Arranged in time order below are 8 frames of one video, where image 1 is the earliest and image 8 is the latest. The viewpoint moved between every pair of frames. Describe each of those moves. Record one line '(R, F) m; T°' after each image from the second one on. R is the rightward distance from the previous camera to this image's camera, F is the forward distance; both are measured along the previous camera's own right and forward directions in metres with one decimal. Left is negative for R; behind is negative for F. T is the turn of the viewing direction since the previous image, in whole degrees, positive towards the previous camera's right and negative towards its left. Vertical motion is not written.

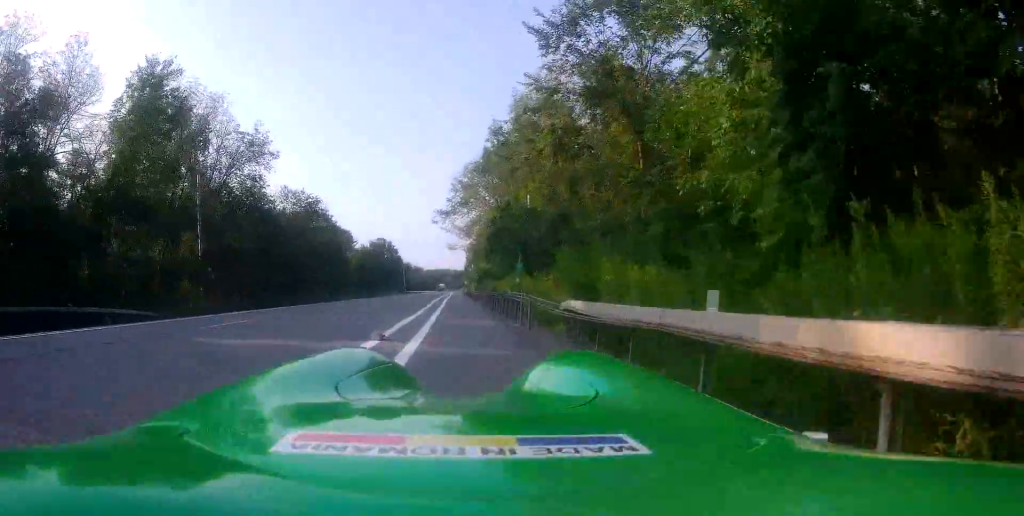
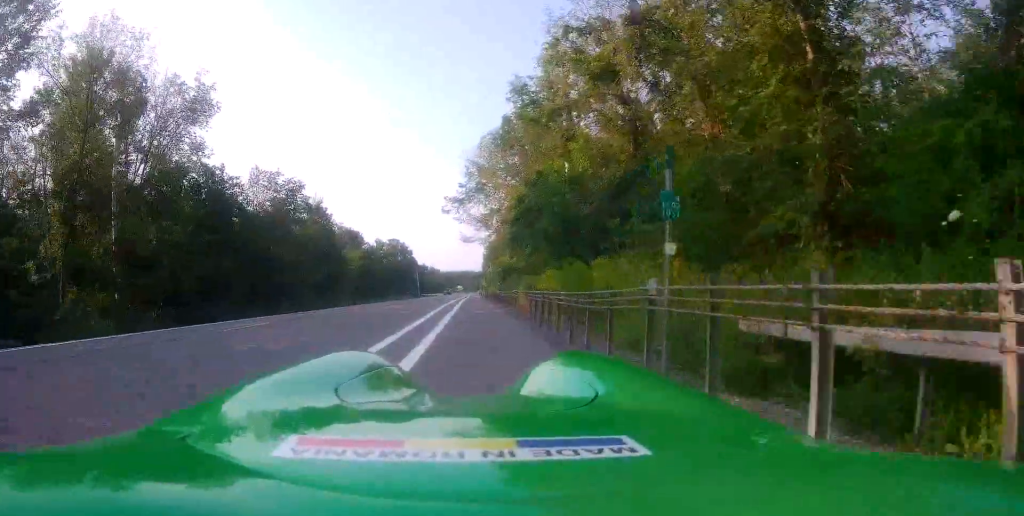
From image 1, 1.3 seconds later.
(-0.5, +6.3) m; +2°
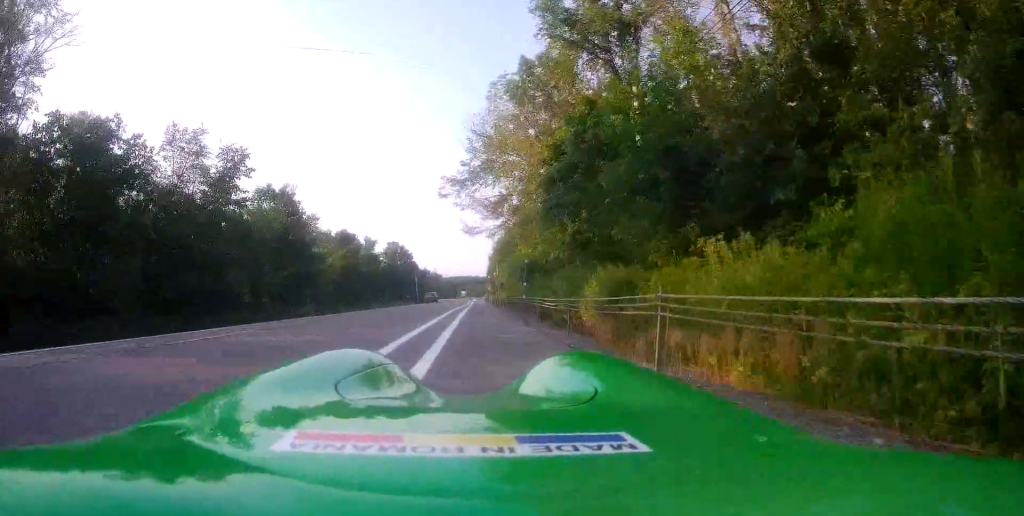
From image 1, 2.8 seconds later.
(+1.3, +15.9) m; +5°
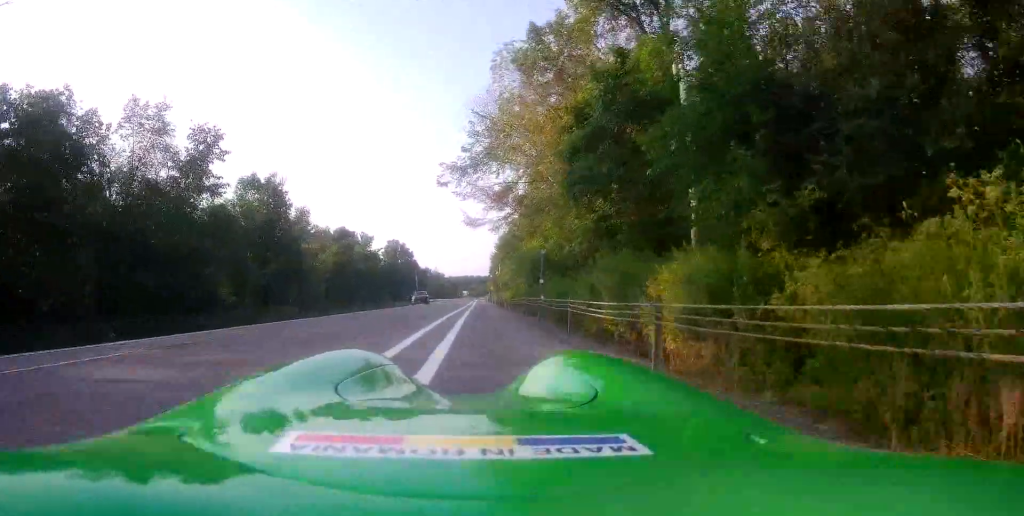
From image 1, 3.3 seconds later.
(0.0, +5.3) m; 0°
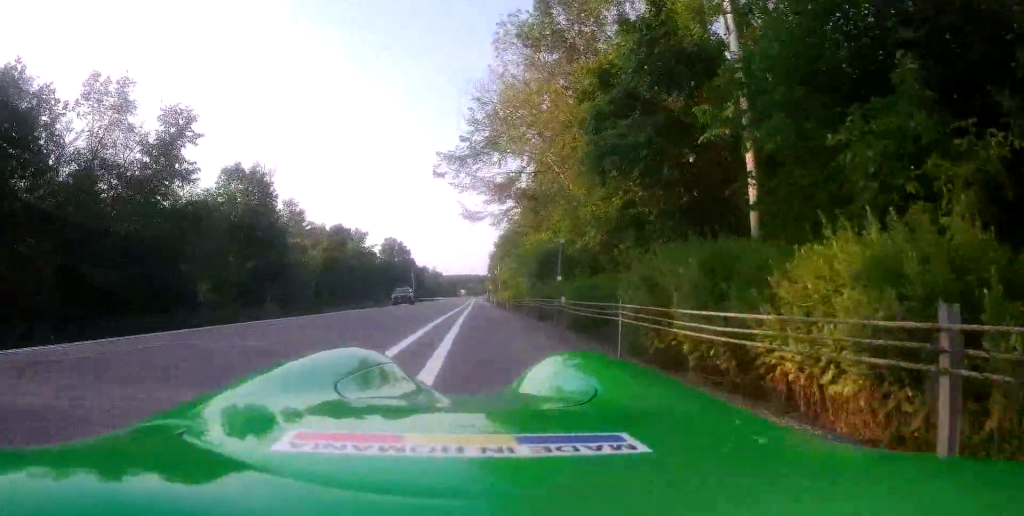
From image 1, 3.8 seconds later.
(0.0, +4.1) m; 0°
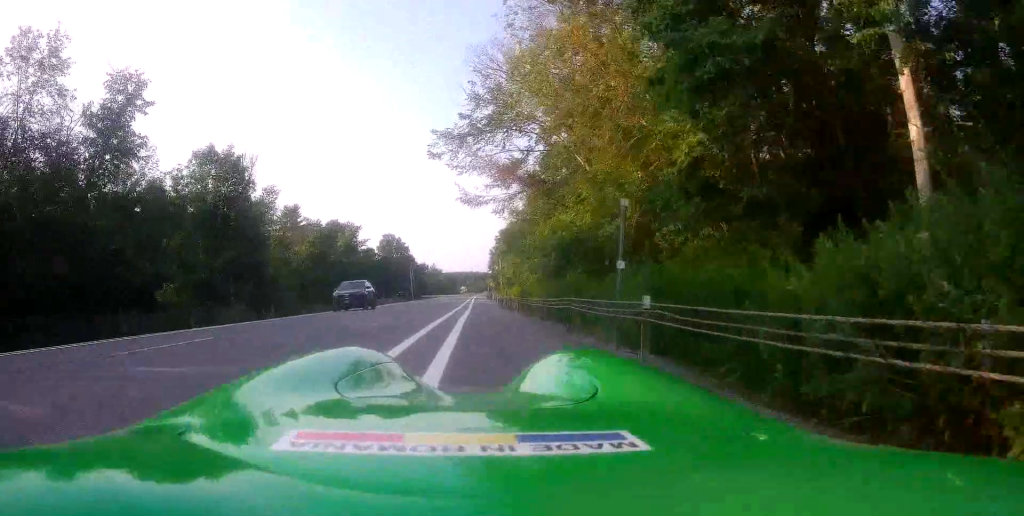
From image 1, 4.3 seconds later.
(0.0, +5.7) m; 0°
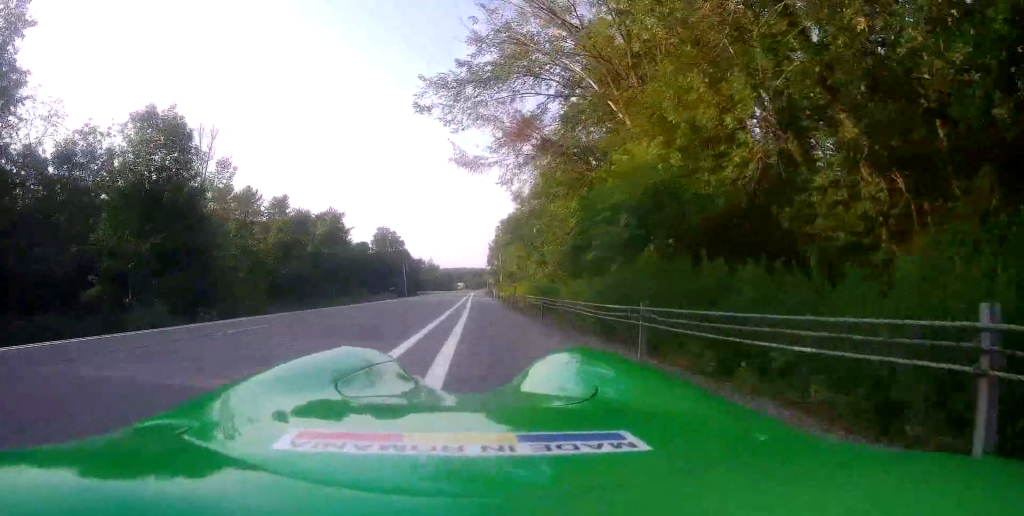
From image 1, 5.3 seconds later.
(0.0, +9.2) m; 0°
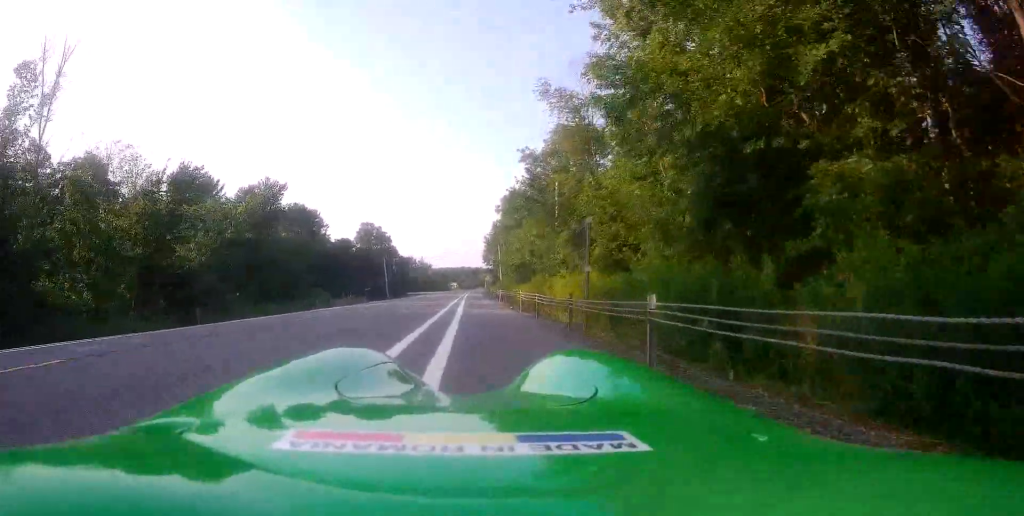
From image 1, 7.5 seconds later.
(0.0, +19.0) m; 0°
